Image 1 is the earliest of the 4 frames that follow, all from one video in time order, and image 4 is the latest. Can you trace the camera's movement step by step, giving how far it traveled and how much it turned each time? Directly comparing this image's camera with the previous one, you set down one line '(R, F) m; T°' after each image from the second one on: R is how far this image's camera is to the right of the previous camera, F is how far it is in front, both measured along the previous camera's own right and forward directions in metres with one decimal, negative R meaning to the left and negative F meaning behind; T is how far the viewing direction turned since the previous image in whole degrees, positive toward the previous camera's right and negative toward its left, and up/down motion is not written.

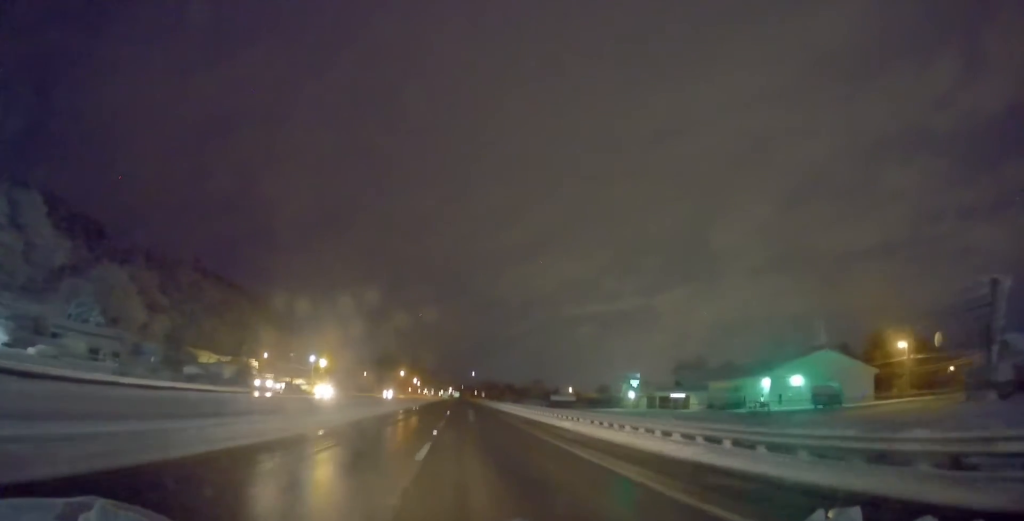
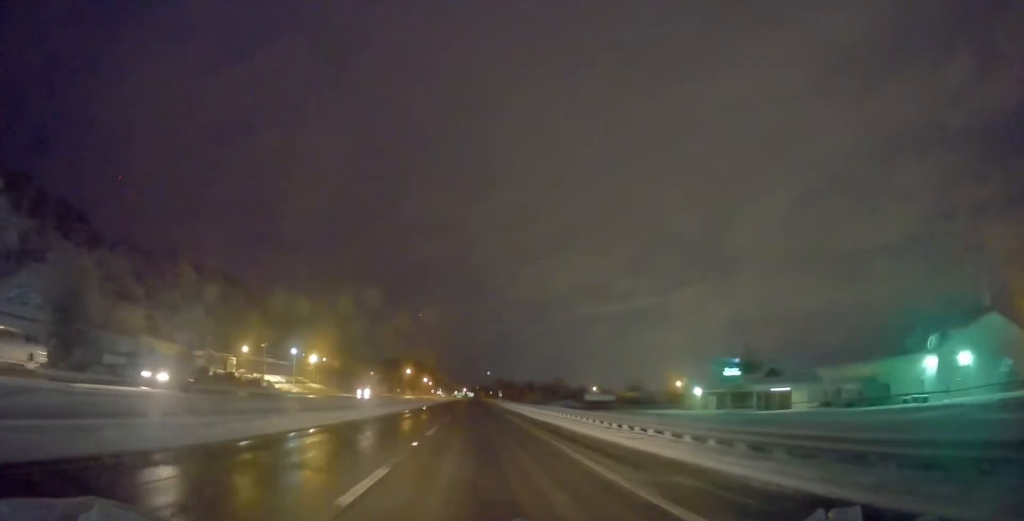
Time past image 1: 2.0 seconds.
(-0.1, +28.3) m; -1°
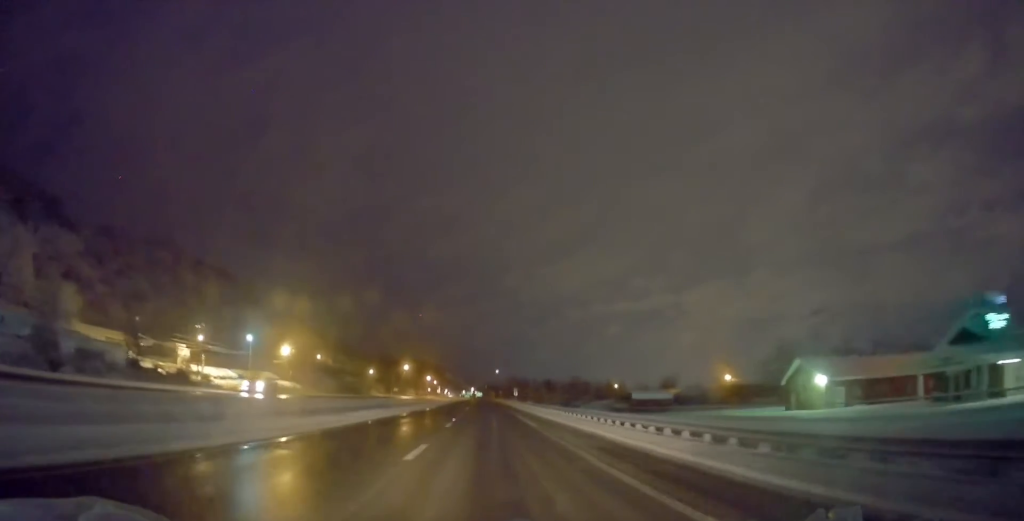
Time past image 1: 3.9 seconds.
(-0.6, +32.3) m; -2°
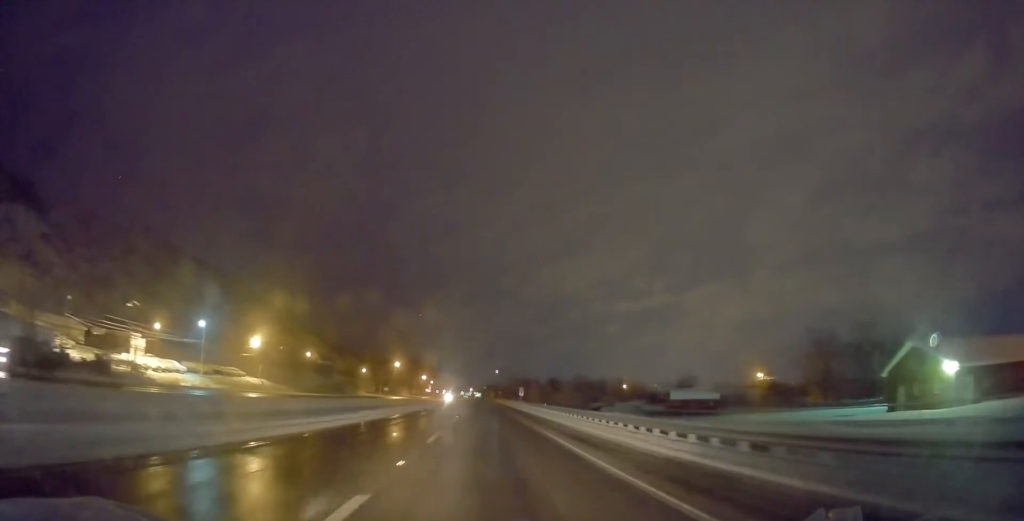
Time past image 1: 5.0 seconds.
(-0.1, +19.6) m; 0°
